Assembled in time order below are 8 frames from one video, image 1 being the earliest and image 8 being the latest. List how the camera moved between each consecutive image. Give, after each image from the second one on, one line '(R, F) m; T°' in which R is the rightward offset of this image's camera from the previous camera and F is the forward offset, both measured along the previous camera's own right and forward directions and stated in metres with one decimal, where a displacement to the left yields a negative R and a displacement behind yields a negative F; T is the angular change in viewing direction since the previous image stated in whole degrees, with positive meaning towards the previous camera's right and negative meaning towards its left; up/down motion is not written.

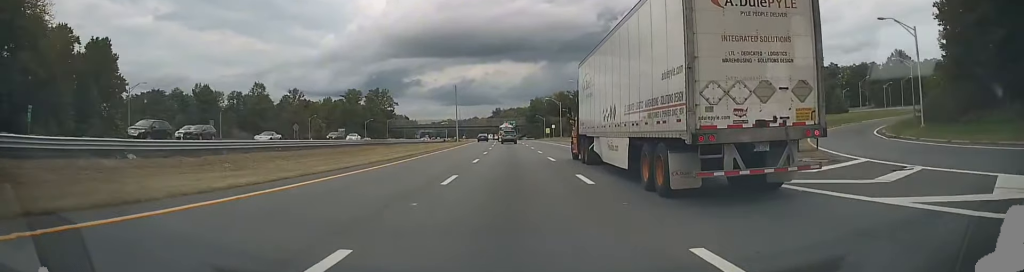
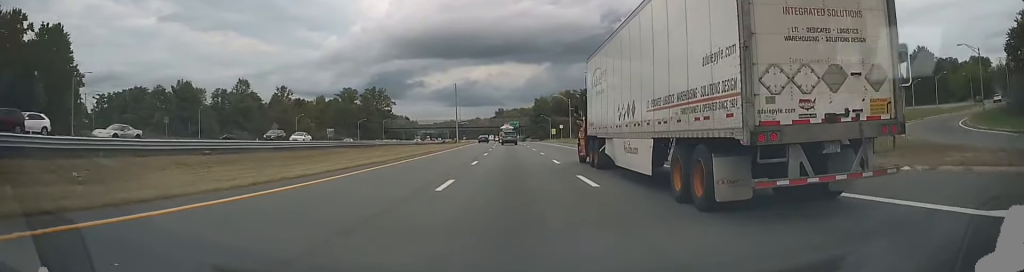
(0.0, +12.6) m; 0°
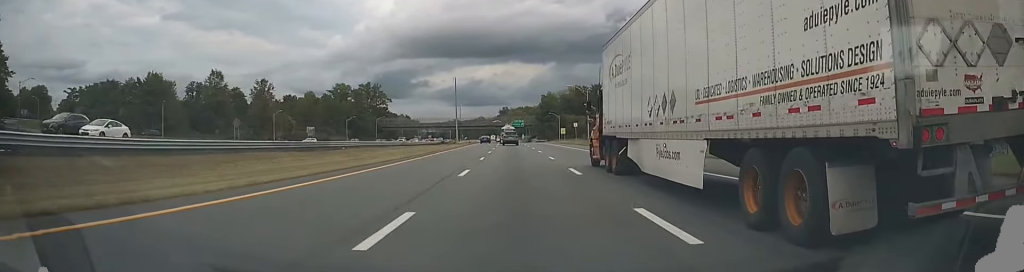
(-0.1, +18.4) m; 0°
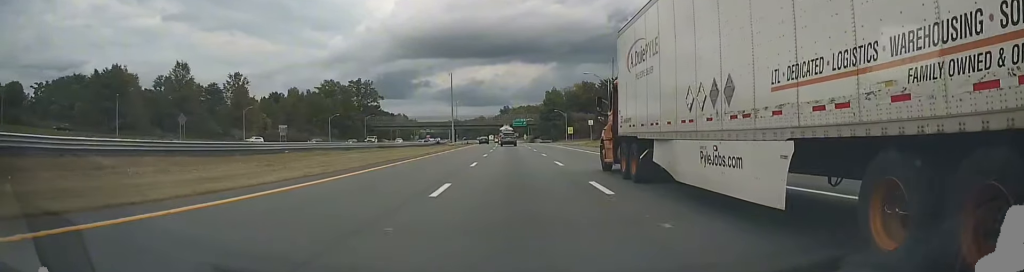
(0.0, +17.5) m; 0°
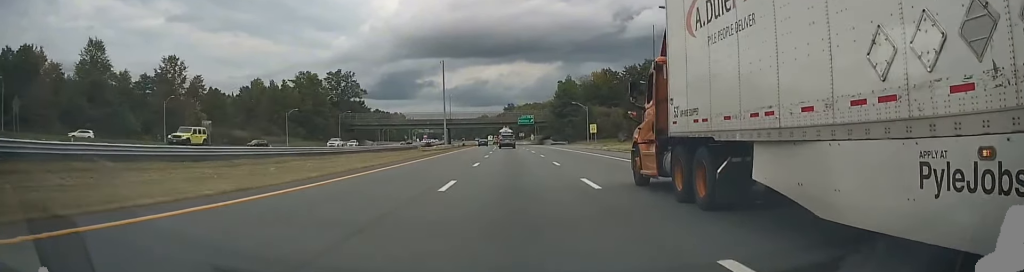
(-0.2, +35.0) m; -1°
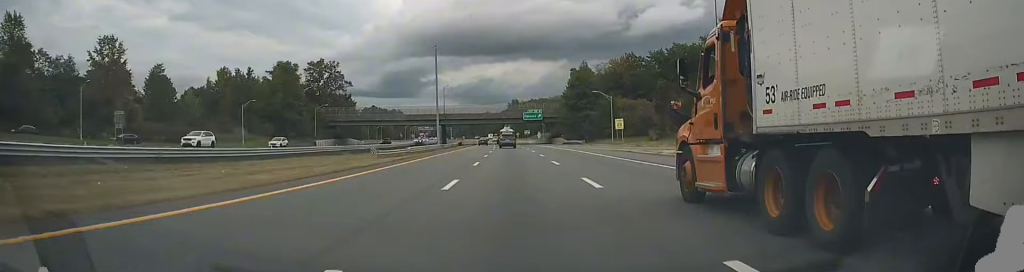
(0.0, +25.6) m; 0°
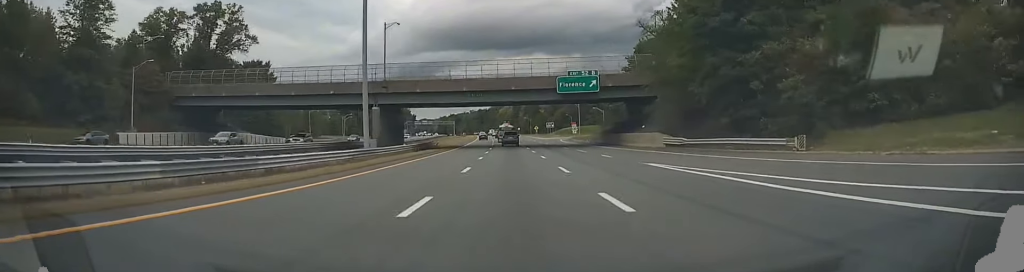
(-0.7, +75.2) m; -1°
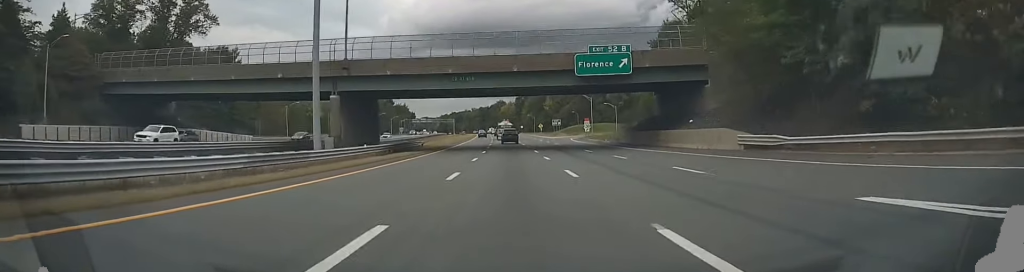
(0.0, +16.2) m; 0°
